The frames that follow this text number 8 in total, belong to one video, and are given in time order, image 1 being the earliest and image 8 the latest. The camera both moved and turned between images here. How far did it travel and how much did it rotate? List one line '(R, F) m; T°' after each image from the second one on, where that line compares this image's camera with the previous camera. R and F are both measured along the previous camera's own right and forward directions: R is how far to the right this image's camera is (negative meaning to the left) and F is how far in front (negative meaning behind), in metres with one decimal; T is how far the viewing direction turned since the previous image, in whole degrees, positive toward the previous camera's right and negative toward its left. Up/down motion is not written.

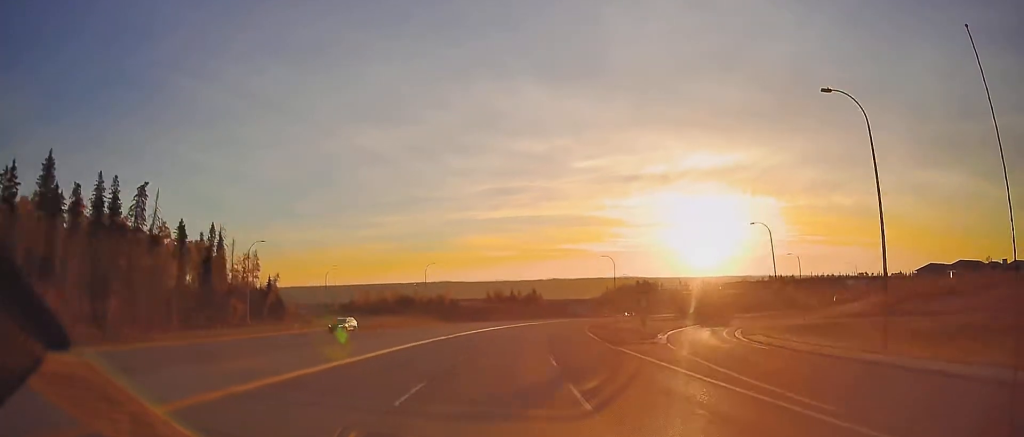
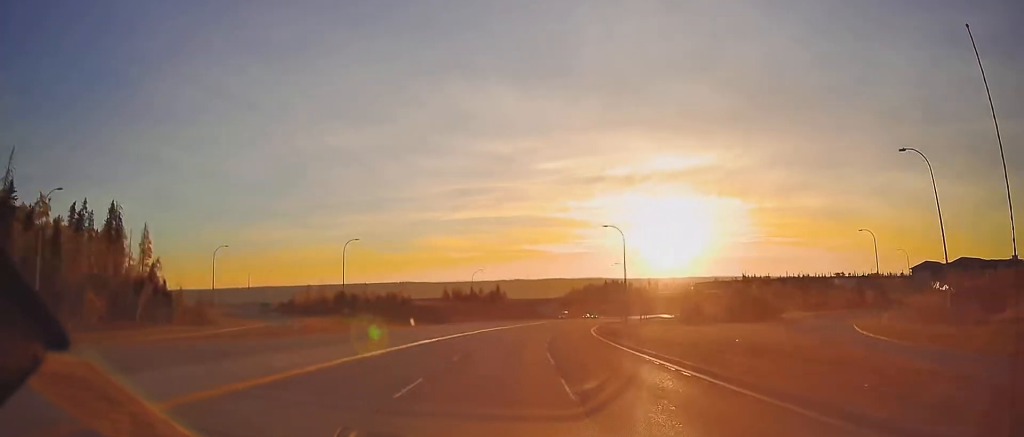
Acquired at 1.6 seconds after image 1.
(+1.3, +34.5) m; +4°
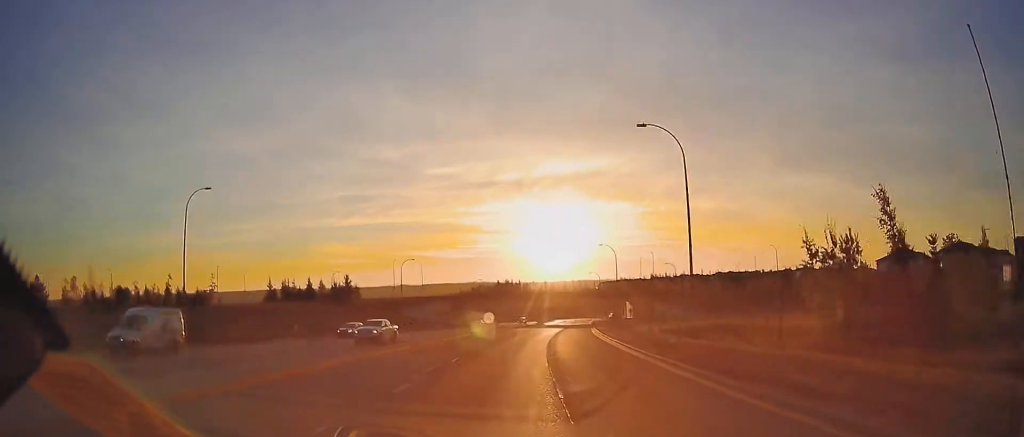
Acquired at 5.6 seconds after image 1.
(+8.0, +86.2) m; +12°
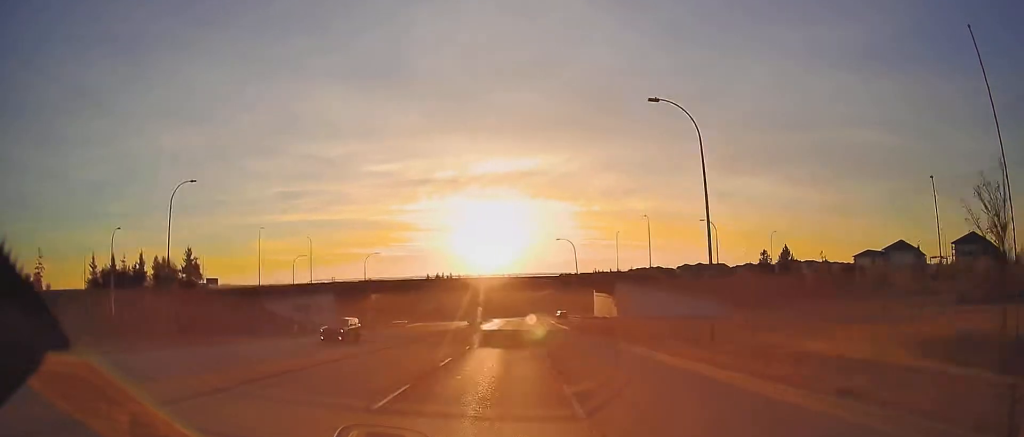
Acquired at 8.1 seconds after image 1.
(+3.5, +54.6) m; +4°
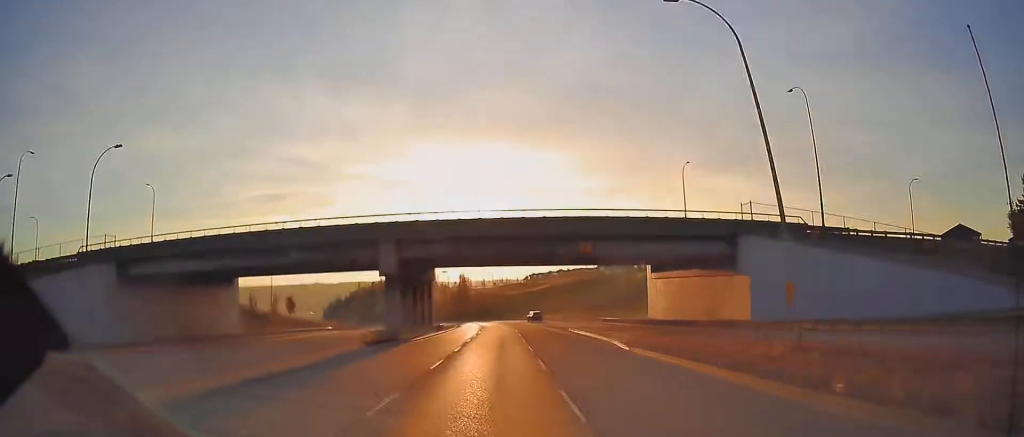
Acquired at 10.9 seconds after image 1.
(+1.5, +61.6) m; +1°
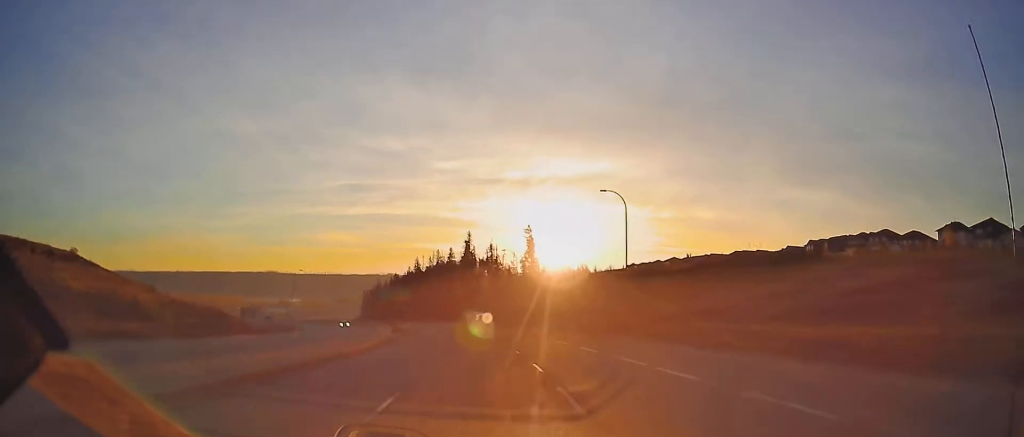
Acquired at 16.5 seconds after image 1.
(-7.0, +123.4) m; -10°
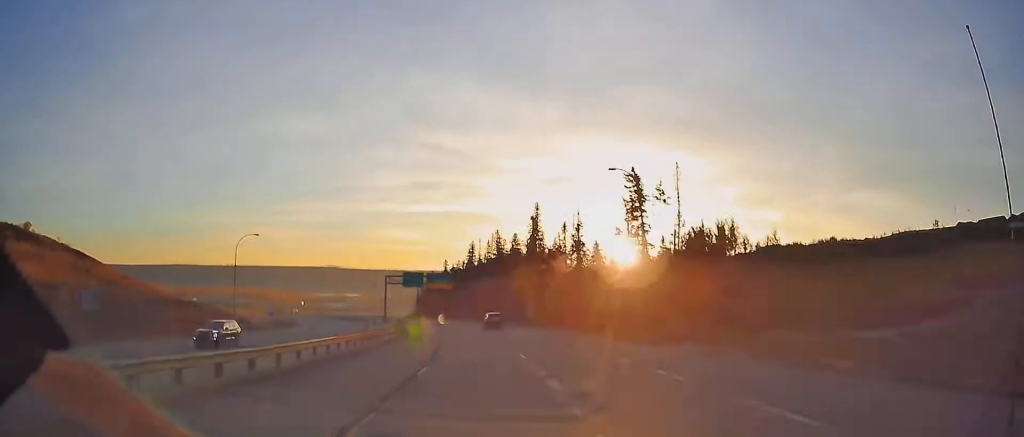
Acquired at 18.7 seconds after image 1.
(-2.7, +49.0) m; -7°
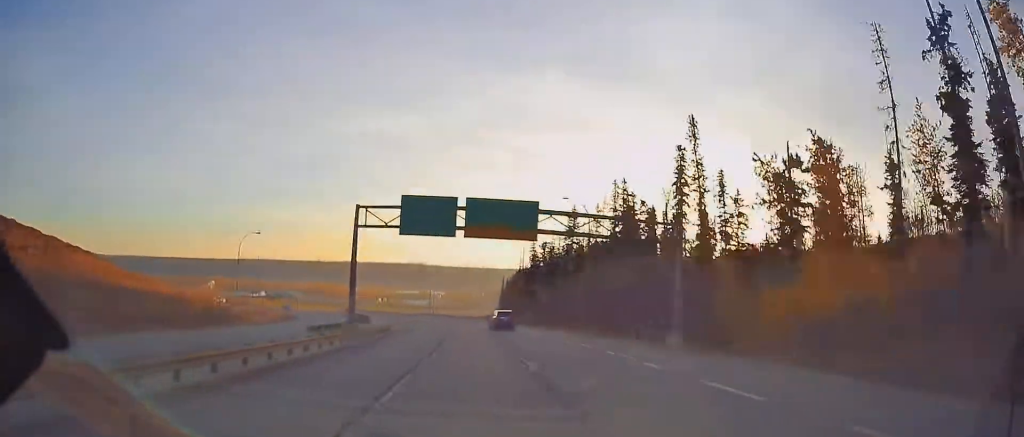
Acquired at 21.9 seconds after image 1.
(-5.9, +71.5) m; -10°
